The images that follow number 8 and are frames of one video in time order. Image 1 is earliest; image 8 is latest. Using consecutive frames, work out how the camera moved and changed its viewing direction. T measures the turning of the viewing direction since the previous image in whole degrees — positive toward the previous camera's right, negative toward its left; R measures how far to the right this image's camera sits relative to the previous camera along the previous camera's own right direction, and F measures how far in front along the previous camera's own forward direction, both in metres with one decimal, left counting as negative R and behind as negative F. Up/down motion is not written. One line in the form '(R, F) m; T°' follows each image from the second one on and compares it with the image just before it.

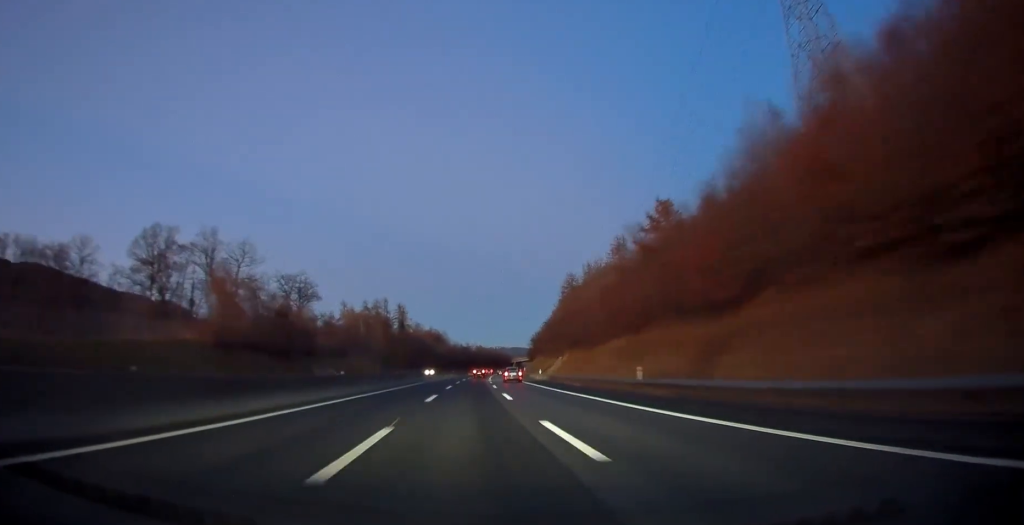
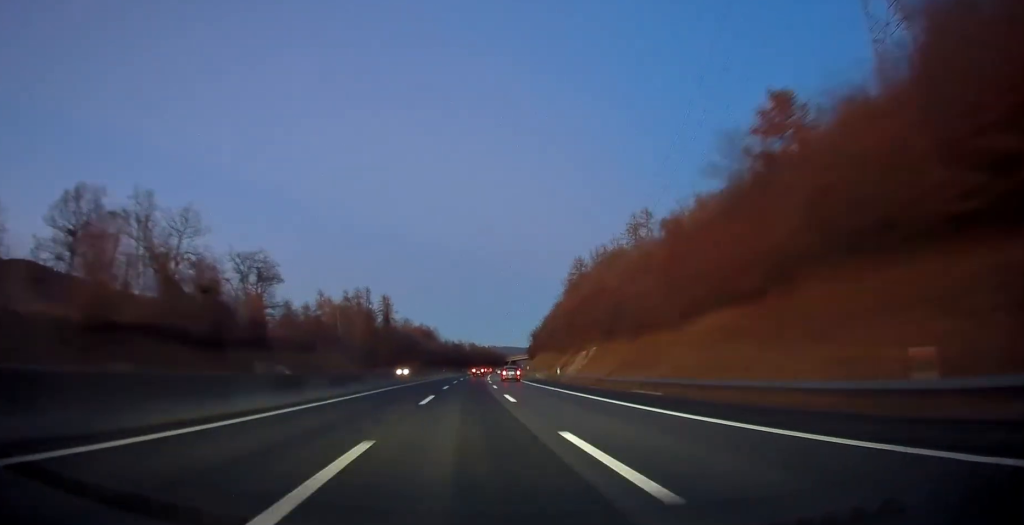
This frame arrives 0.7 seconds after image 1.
(+0.1, +20.7) m; +1°
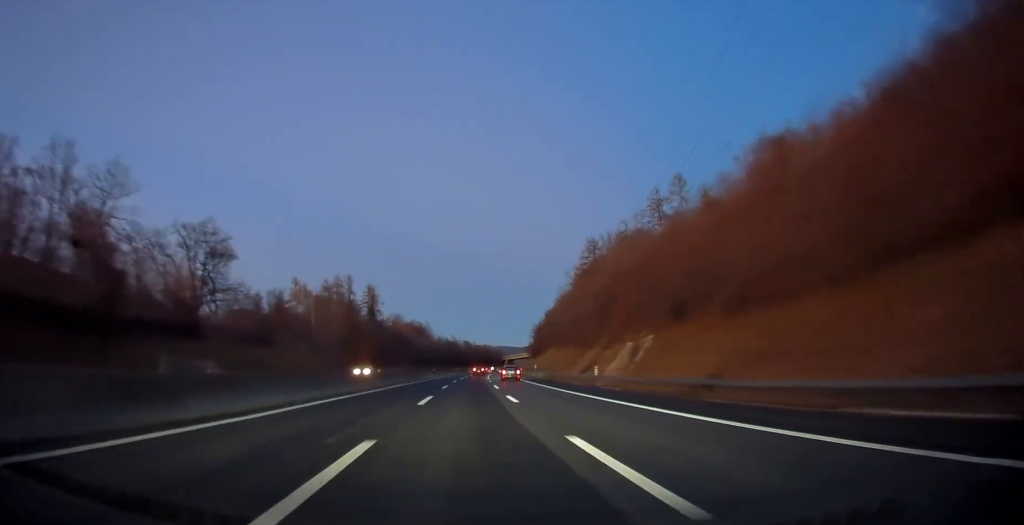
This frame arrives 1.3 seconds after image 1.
(-0.1, +18.9) m; +1°
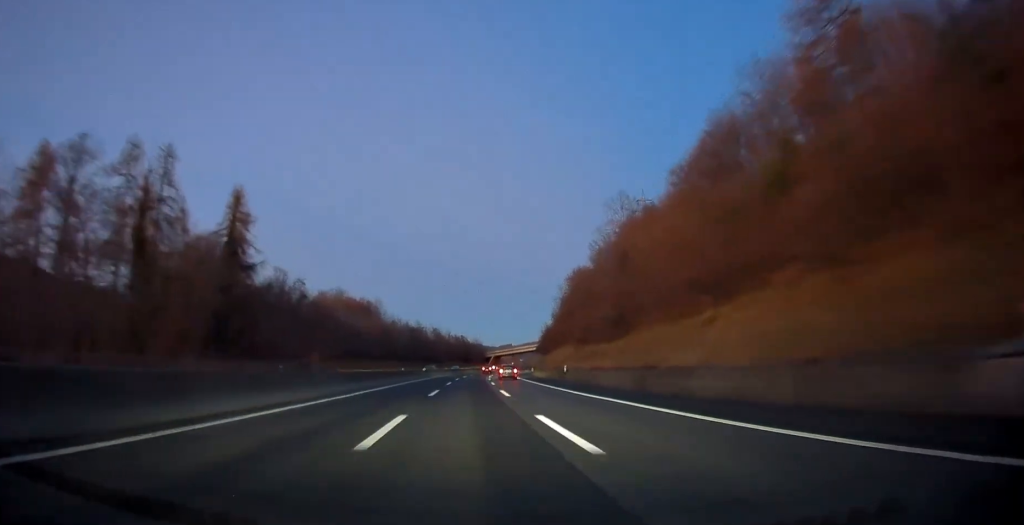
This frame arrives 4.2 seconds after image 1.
(+2.0, +84.7) m; +2°
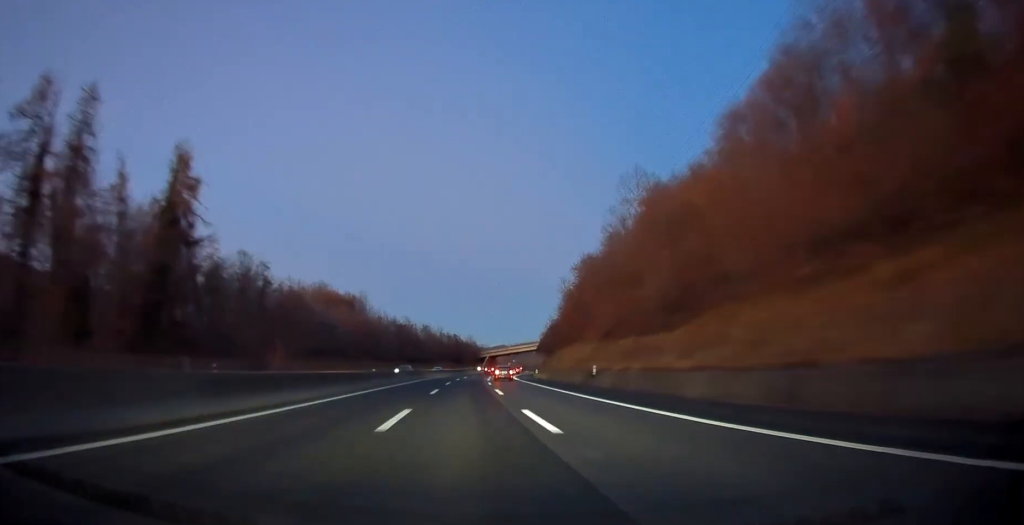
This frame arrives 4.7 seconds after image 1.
(+0.1, +15.6) m; +1°
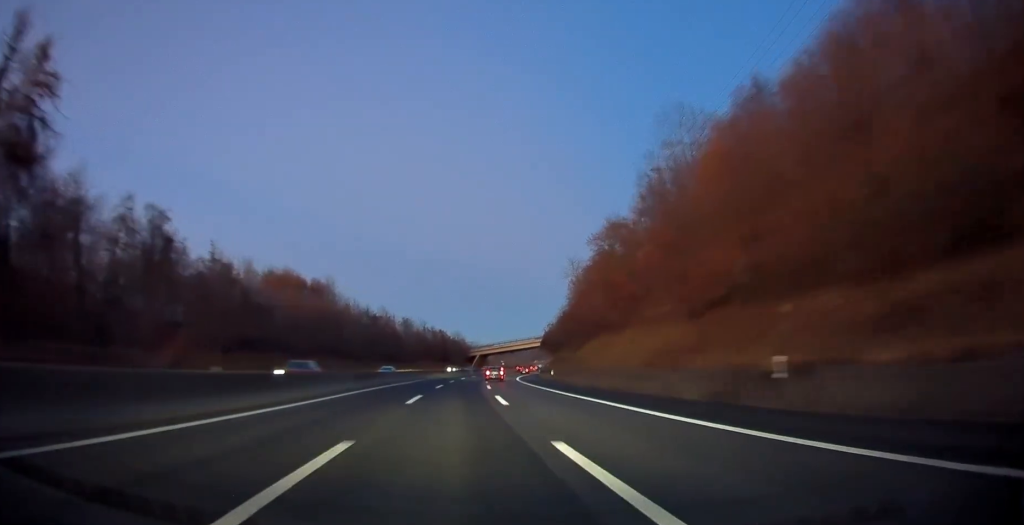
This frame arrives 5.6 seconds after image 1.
(+0.2, +25.2) m; +1°
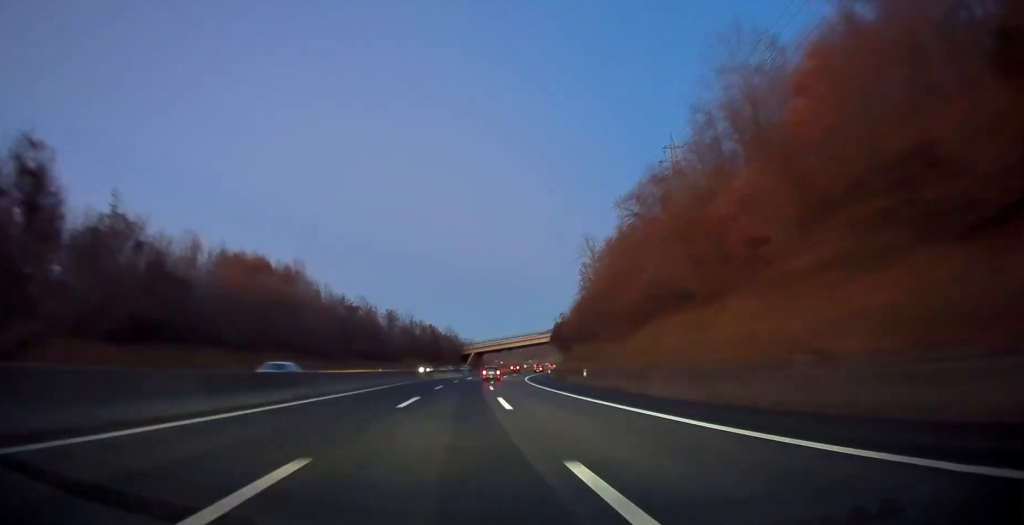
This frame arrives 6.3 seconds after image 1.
(+0.2, +20.4) m; +1°
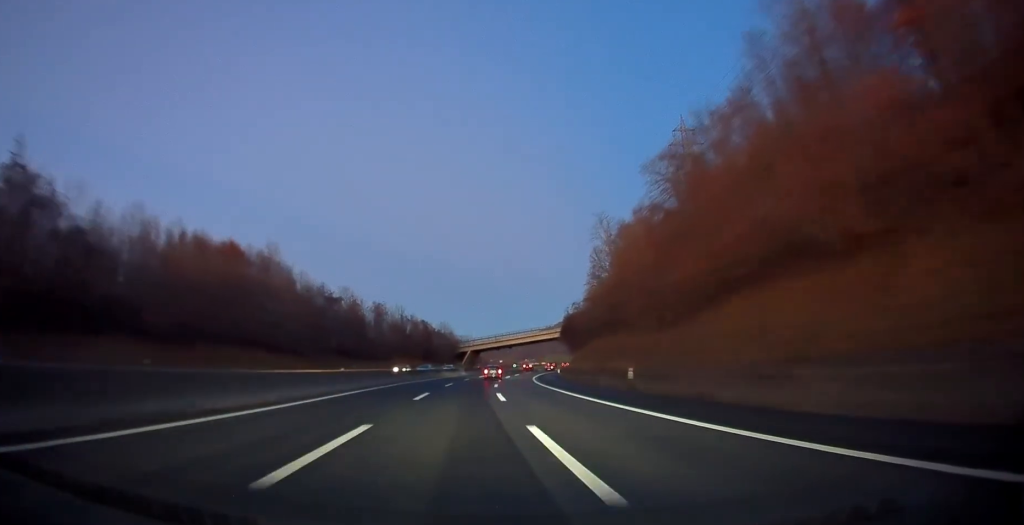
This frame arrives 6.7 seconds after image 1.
(+0.1, +12.7) m; +1°
